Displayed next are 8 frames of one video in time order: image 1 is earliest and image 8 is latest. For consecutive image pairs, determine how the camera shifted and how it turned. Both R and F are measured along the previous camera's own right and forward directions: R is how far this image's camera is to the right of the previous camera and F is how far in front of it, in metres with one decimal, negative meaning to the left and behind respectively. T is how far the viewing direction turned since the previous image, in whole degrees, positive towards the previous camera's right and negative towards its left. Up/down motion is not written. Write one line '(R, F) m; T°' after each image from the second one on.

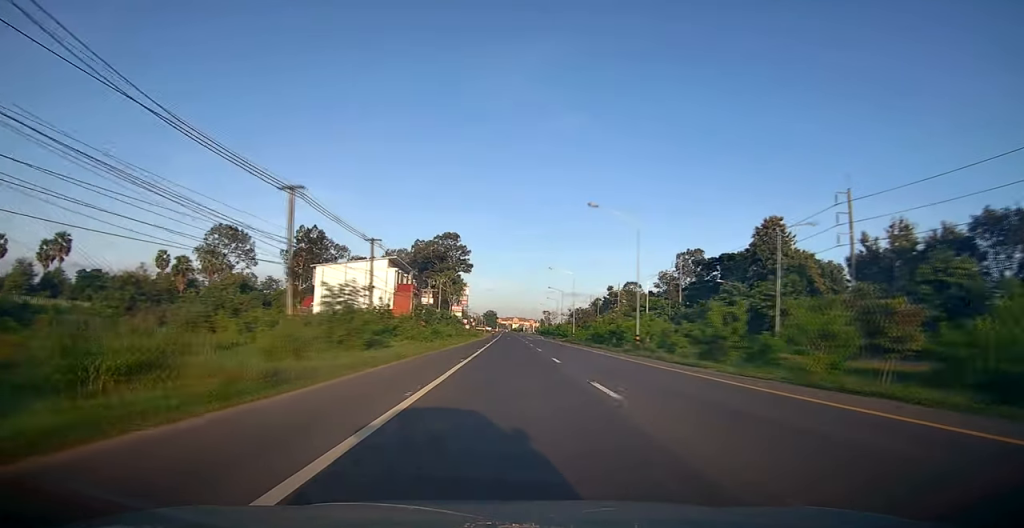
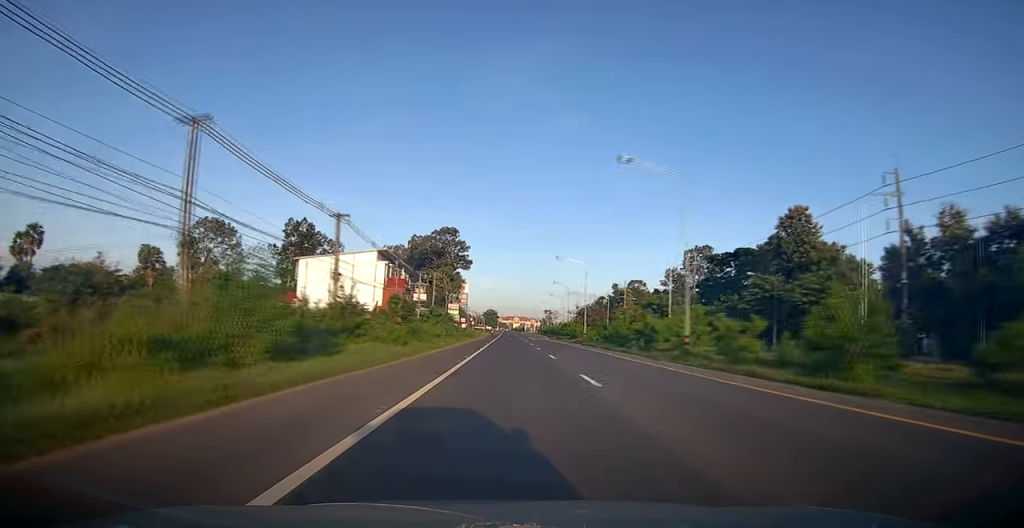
(0.0, +9.9) m; 0°
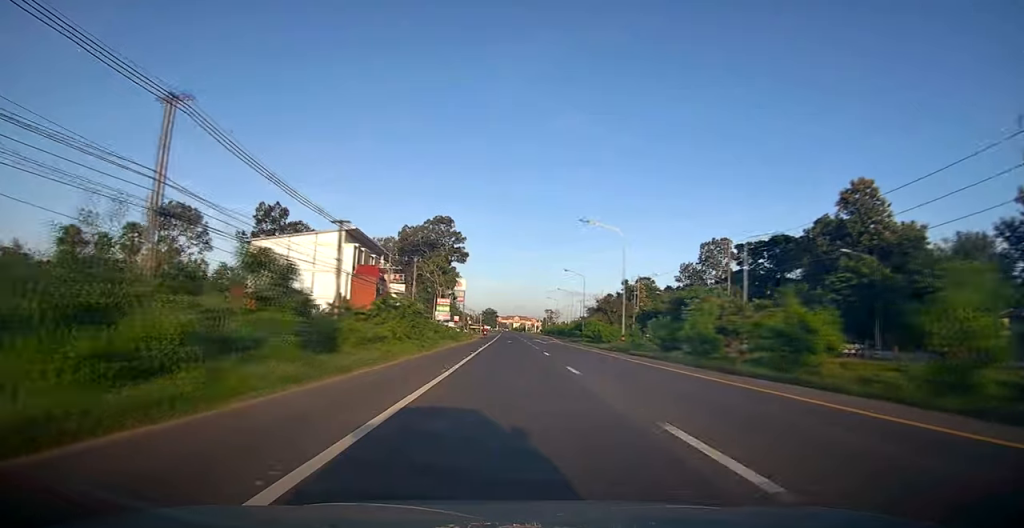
(0.0, +20.4) m; 0°
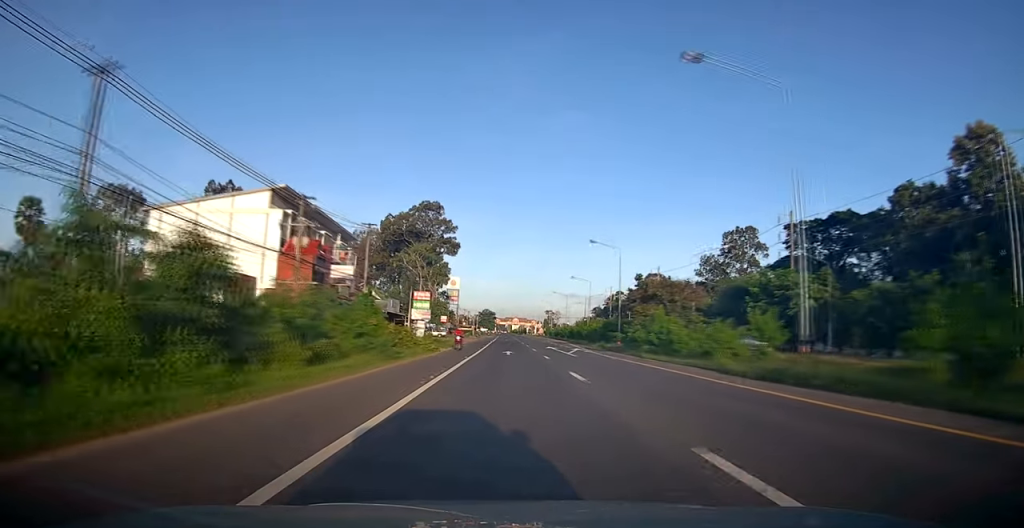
(-0.2, +25.5) m; -1°
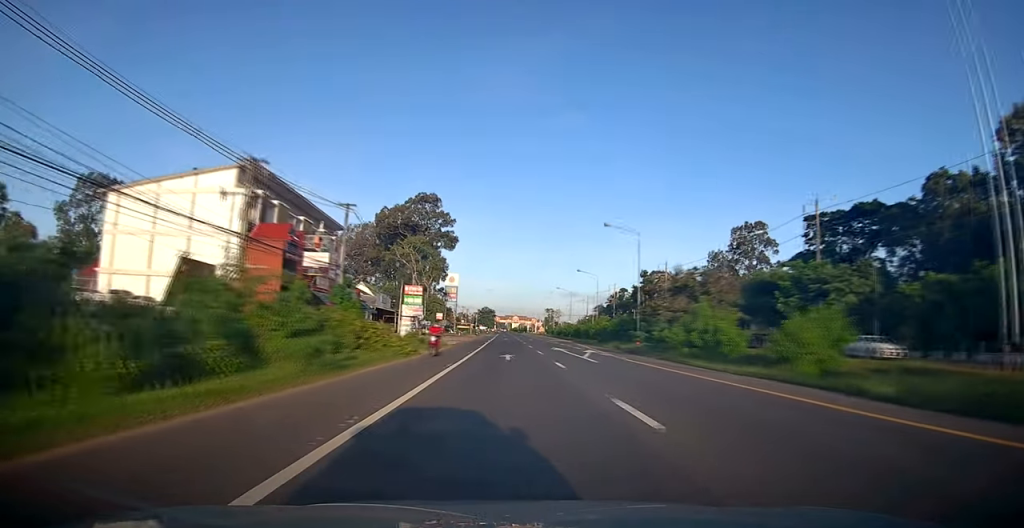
(0.0, +7.5) m; 0°
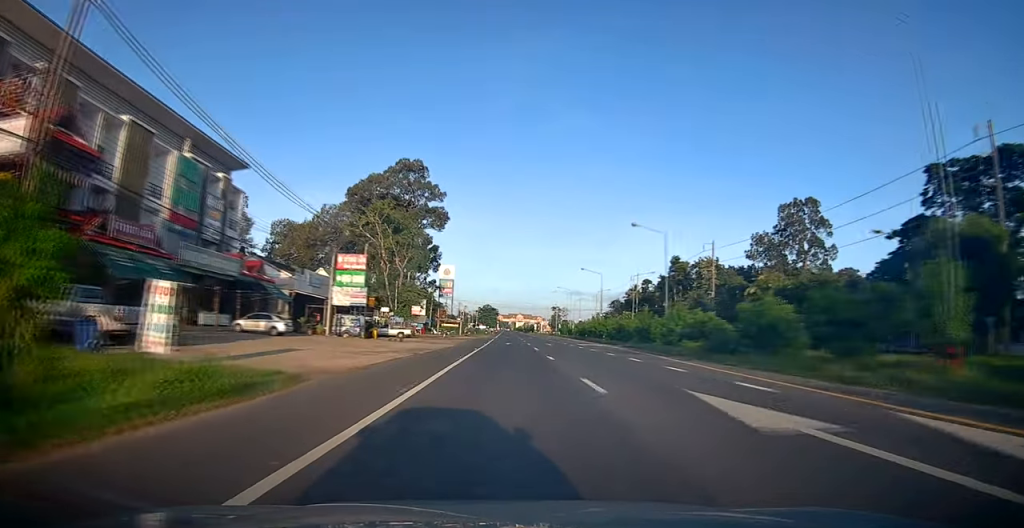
(-0.2, +32.2) m; 0°
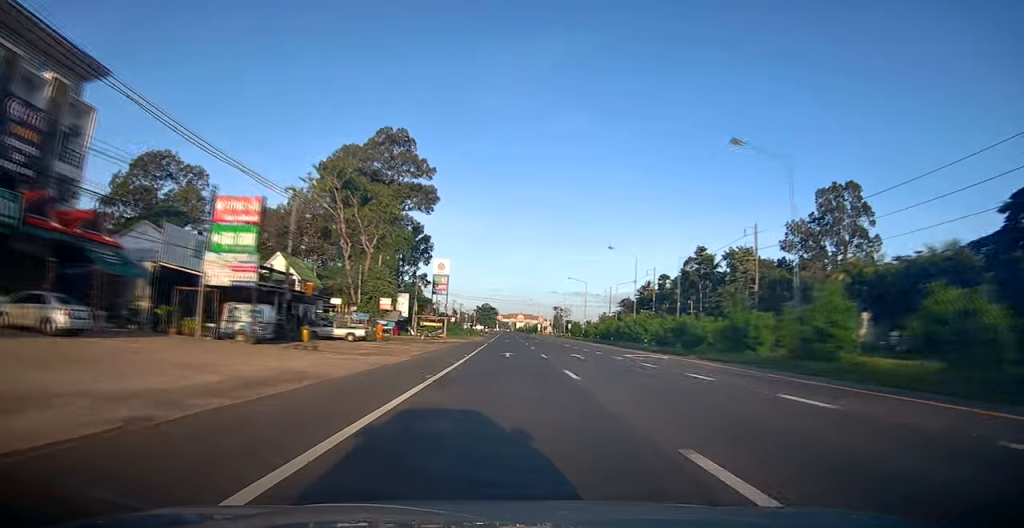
(+0.2, +20.3) m; 0°
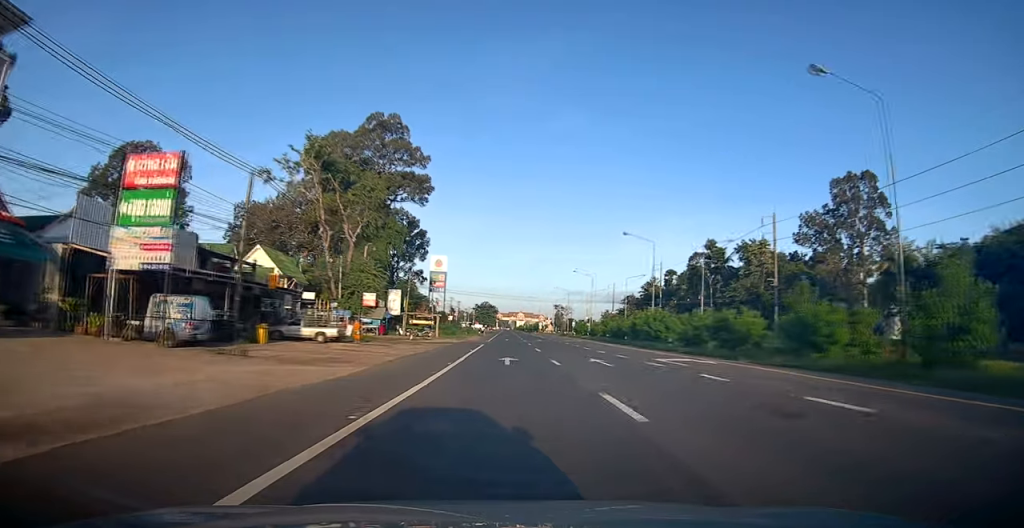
(0.0, +7.2) m; 0°
